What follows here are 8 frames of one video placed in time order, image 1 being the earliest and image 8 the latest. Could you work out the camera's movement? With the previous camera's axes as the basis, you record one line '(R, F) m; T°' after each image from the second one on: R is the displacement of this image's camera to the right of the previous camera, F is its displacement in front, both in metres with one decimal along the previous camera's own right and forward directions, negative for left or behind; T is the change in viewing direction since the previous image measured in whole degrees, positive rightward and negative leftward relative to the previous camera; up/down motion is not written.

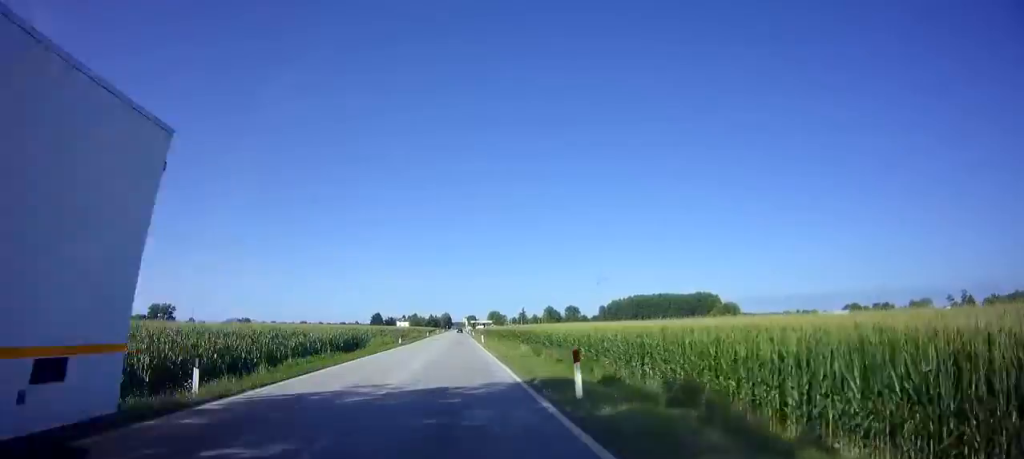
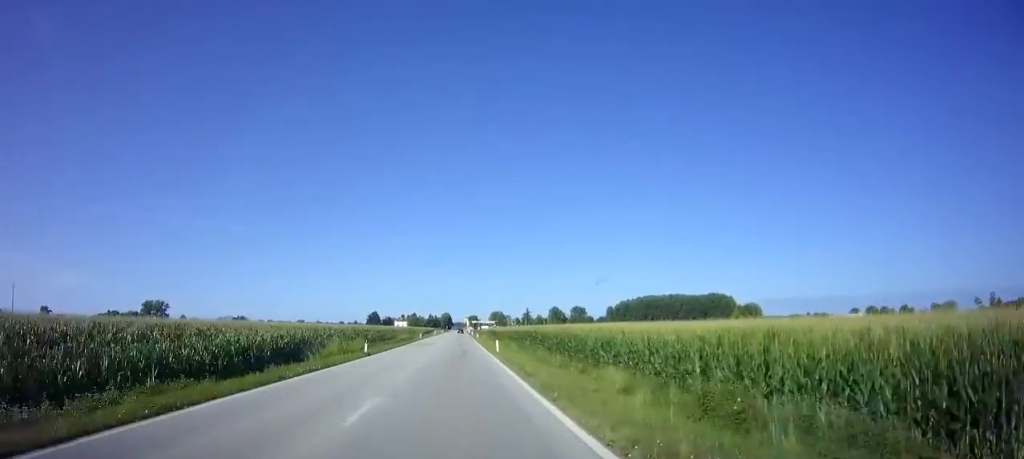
(0.0, +18.1) m; 0°
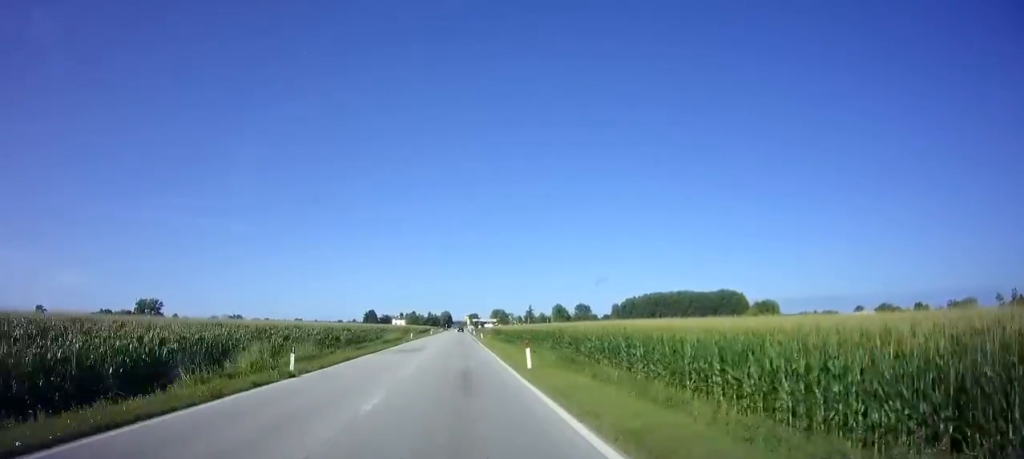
(0.0, +13.8) m; 0°
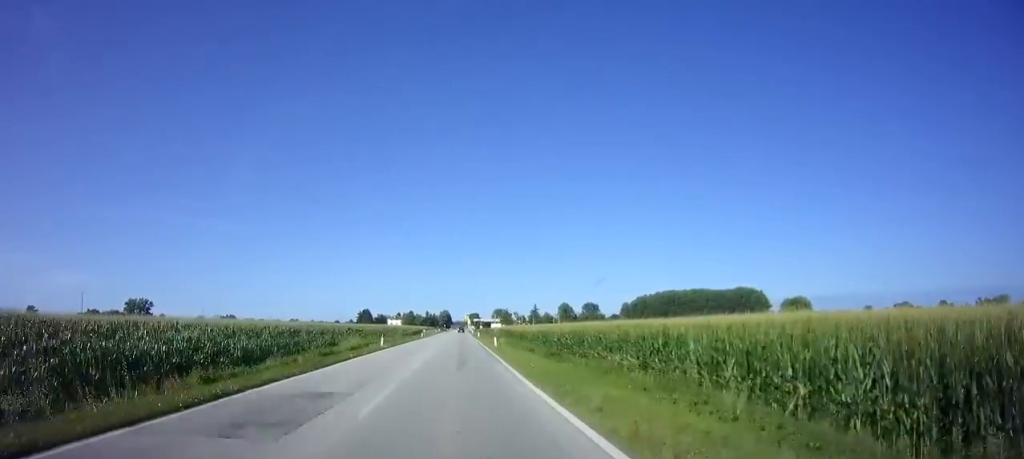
(0.0, +23.3) m; 0°
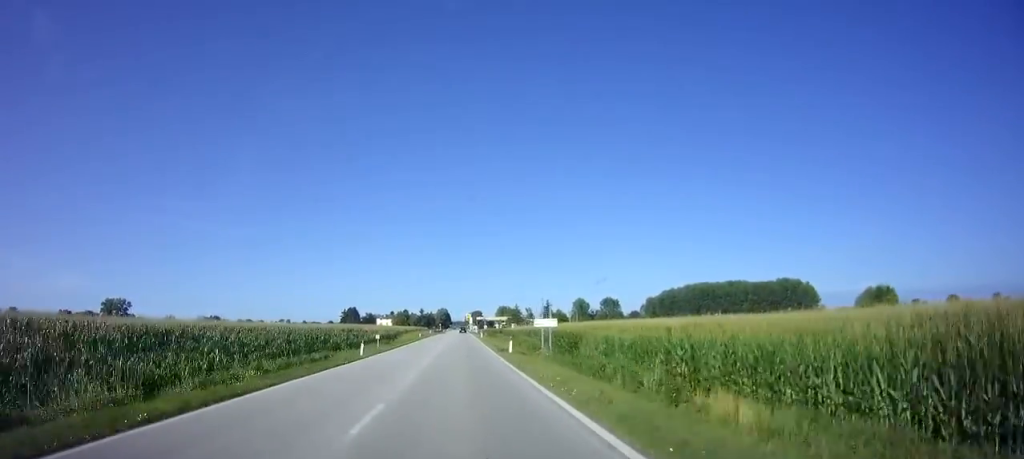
(0.0, +45.6) m; 0°
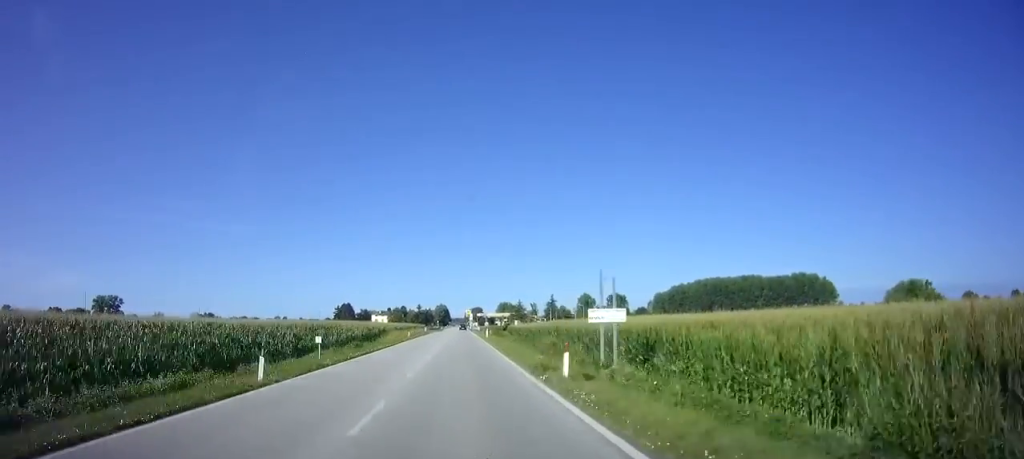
(0.0, +14.6) m; 0°
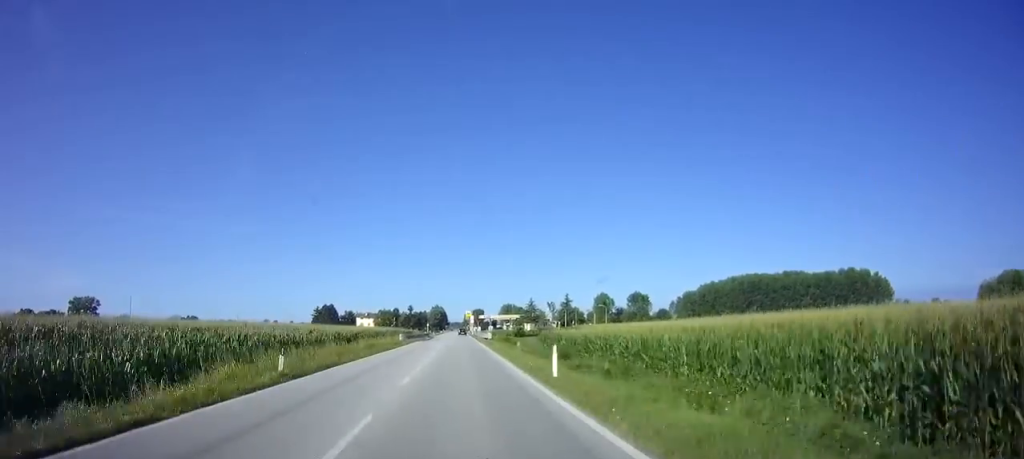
(-0.1, +39.4) m; 0°
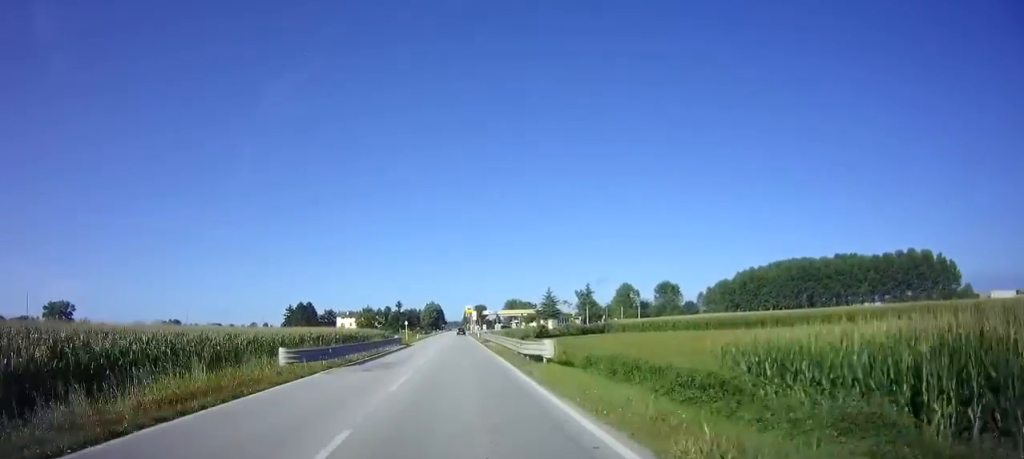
(-0.1, +38.2) m; 0°
